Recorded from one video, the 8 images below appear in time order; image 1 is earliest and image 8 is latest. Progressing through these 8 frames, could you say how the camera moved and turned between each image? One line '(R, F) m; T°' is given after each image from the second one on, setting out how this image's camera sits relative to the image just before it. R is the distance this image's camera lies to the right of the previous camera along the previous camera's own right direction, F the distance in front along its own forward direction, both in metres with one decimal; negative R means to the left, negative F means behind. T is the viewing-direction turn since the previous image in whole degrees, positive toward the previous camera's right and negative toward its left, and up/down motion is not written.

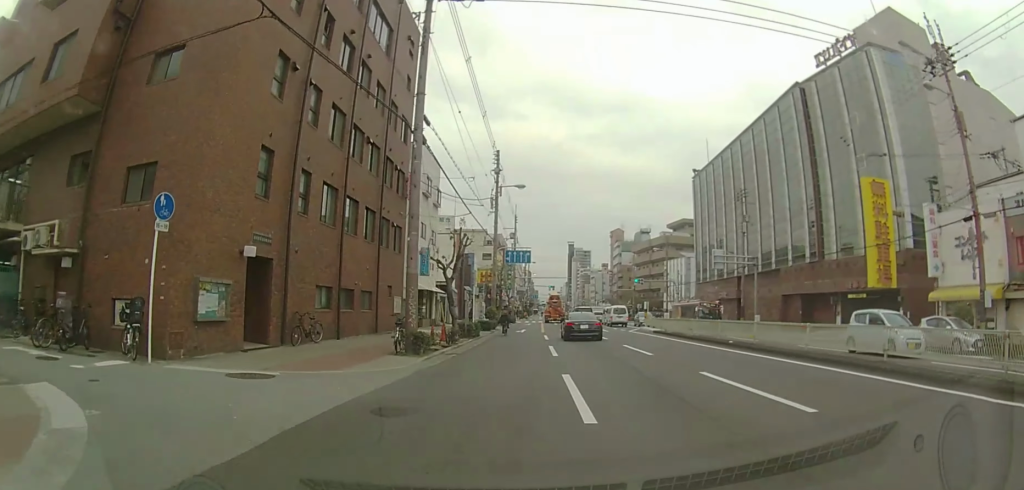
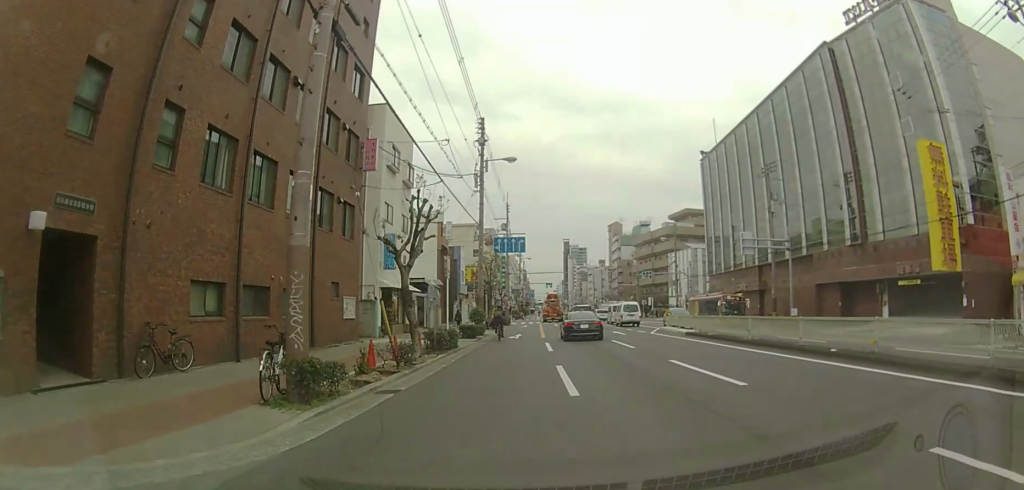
(0.0, +7.9) m; 0°
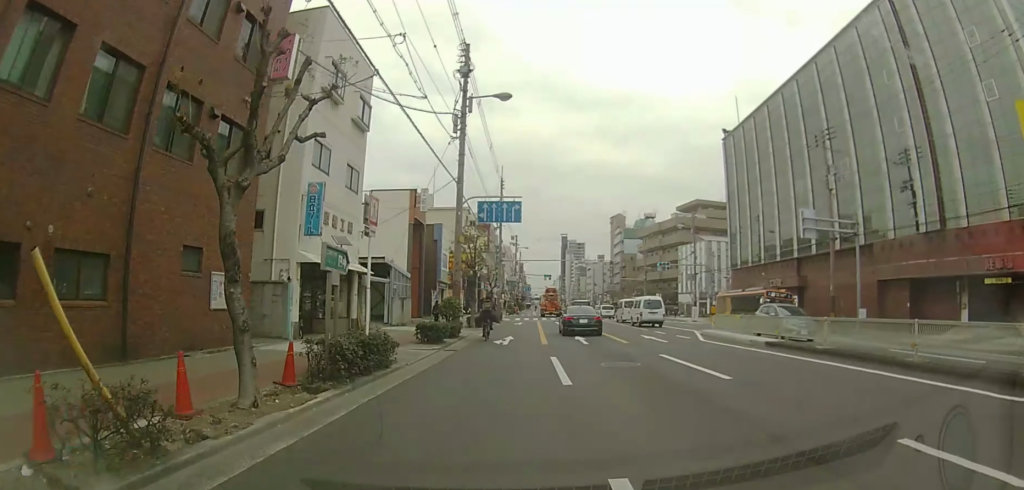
(0.0, +9.3) m; 0°
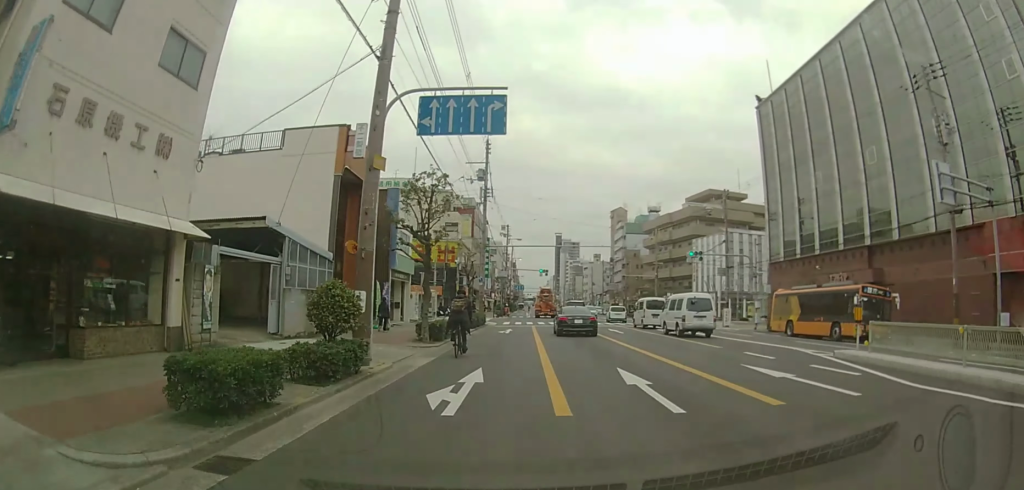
(0.0, +12.8) m; 0°
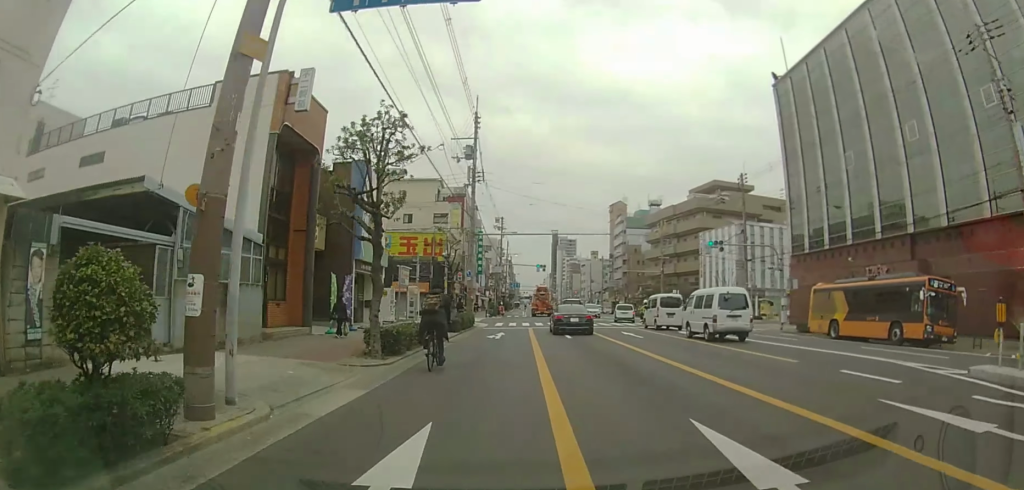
(0.0, +5.5) m; 0°
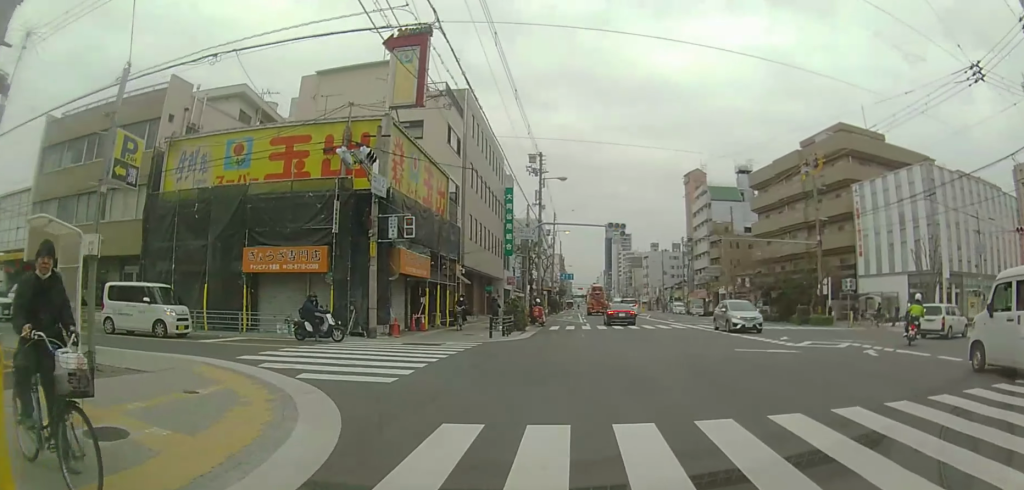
(0.0, +37.2) m; 0°
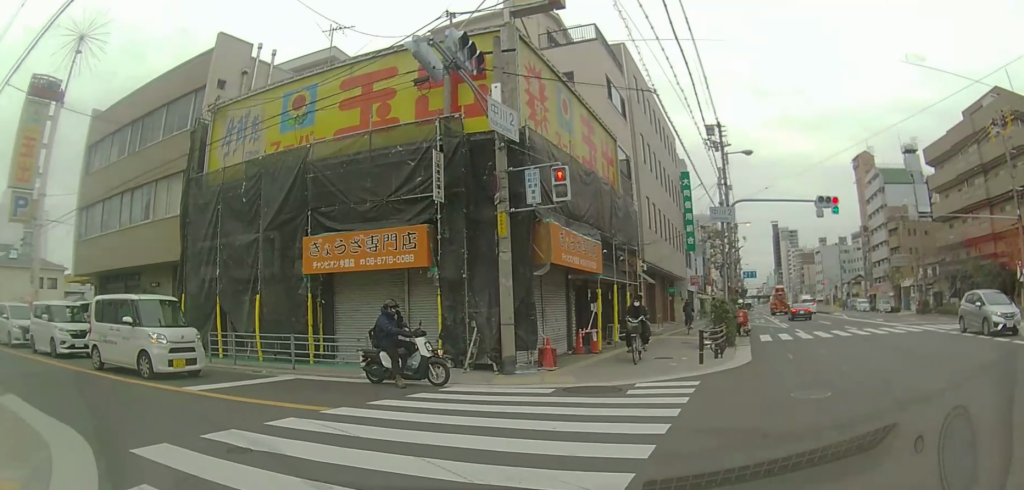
(0.0, +12.8) m; -14°
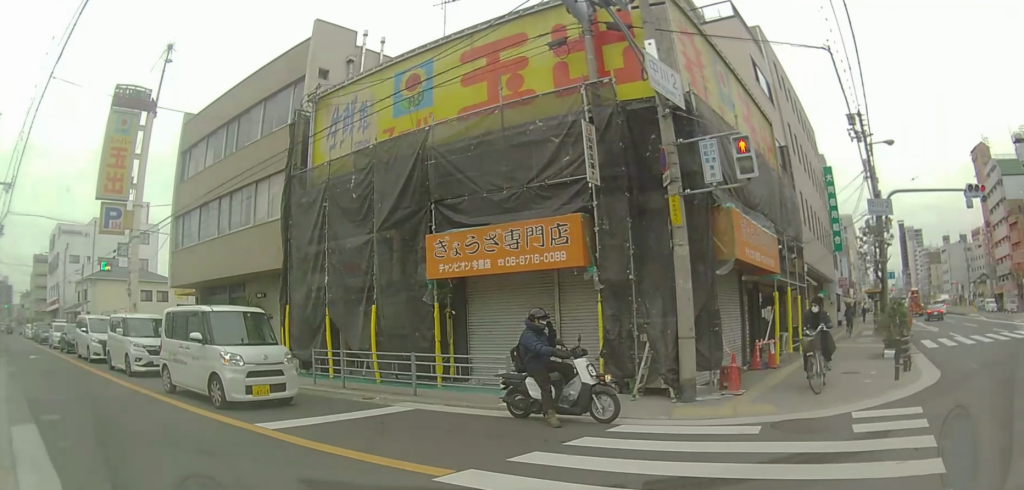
(-1.3, +4.2) m; -21°
